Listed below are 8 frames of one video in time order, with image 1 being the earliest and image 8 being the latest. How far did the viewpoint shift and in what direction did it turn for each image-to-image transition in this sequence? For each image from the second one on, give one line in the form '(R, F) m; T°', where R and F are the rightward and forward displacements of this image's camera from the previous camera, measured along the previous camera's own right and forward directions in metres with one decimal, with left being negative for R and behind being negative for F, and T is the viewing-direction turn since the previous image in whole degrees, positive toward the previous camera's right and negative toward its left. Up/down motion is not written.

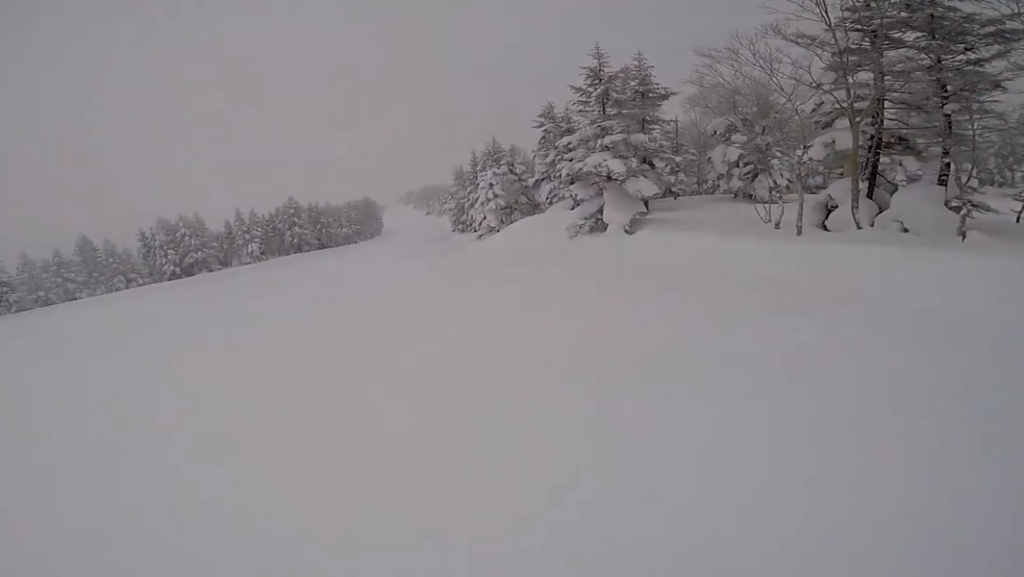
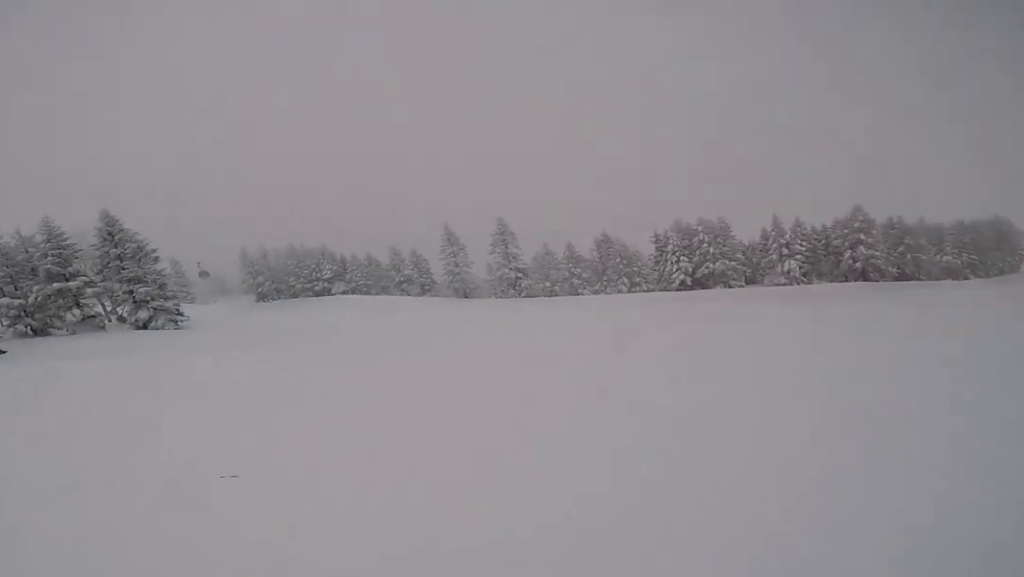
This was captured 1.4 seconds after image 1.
(-2.9, +6.3) m; -27°
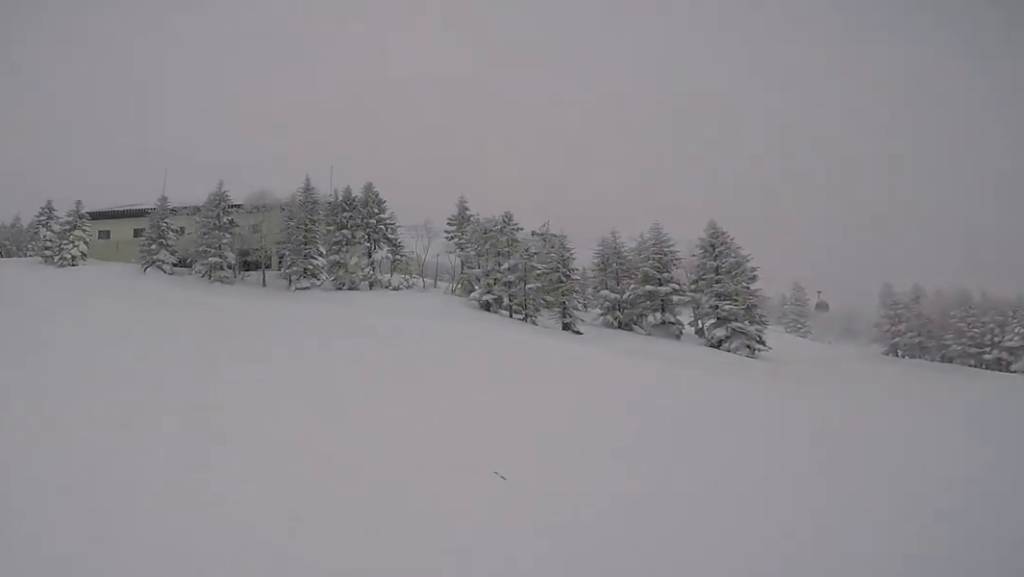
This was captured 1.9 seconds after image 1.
(+0.2, +2.7) m; -1°
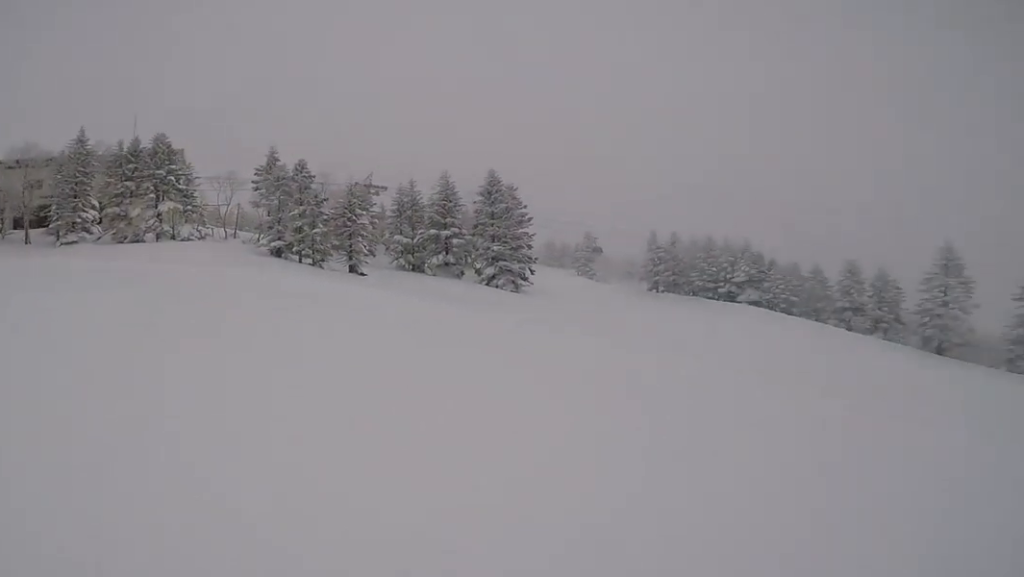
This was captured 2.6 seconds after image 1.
(-0.2, +3.8) m; 0°
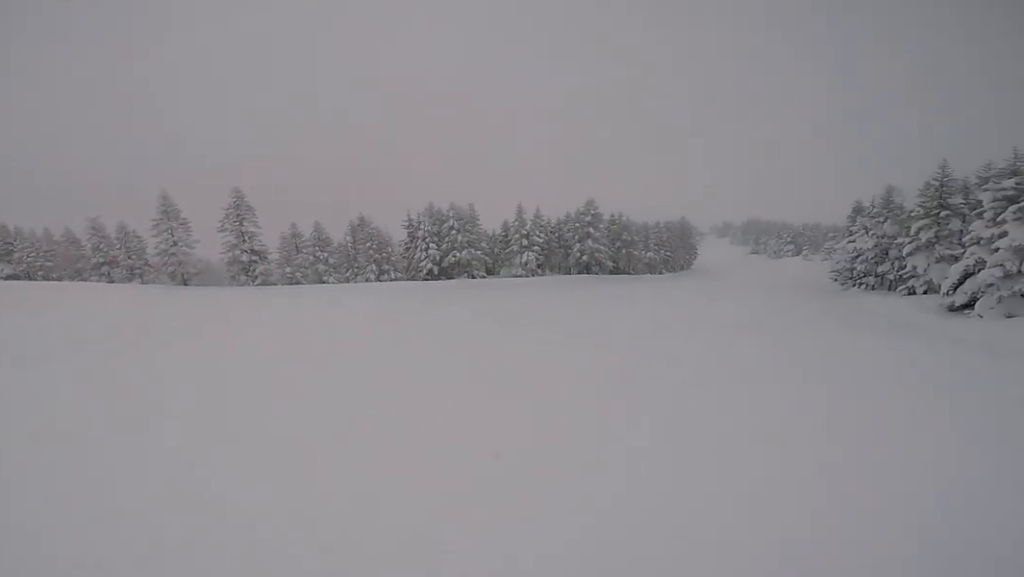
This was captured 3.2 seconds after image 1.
(-0.3, +3.2) m; +1°
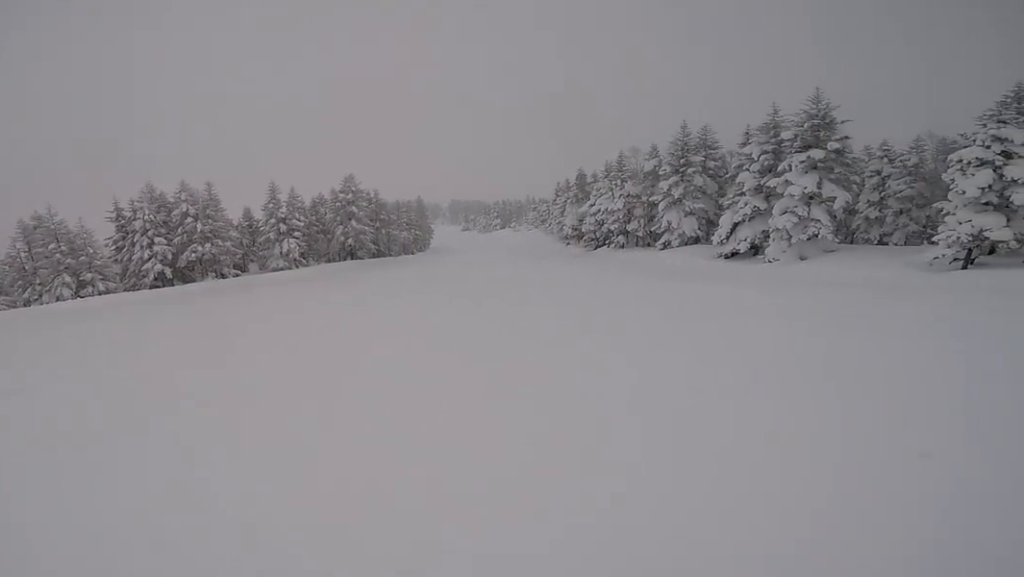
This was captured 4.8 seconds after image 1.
(+0.9, +9.6) m; +20°
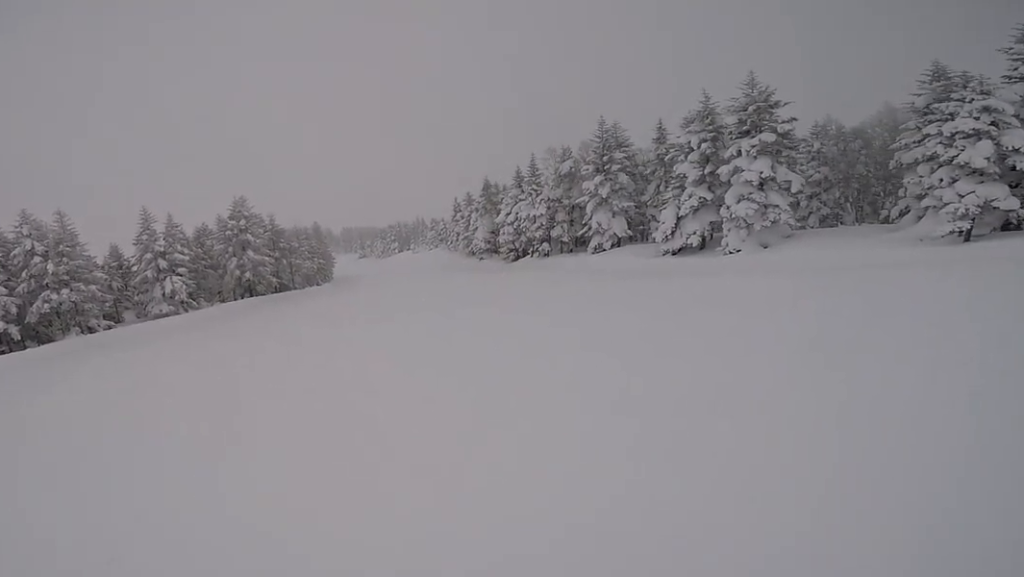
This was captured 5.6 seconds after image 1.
(+1.1, +5.0) m; +18°
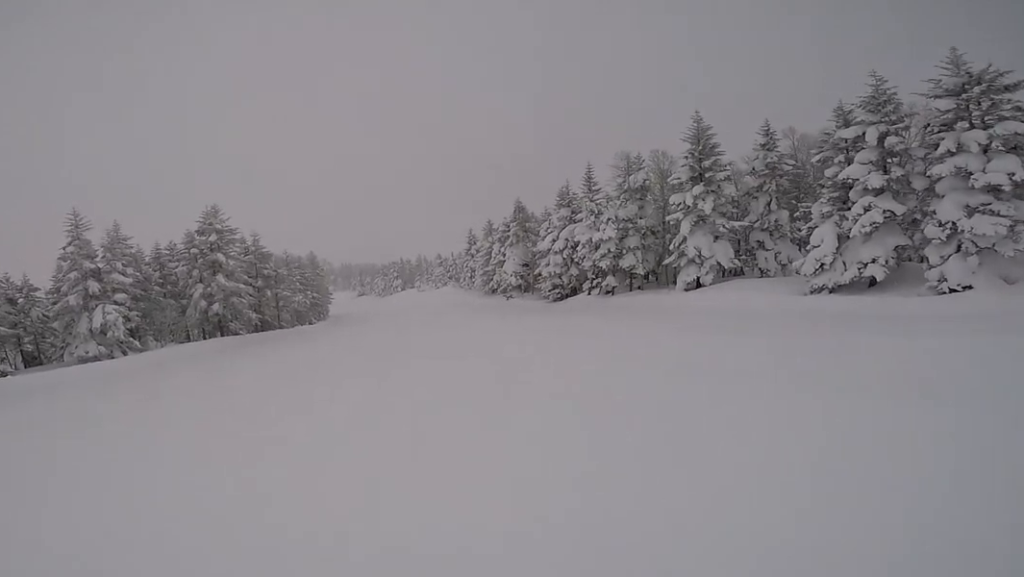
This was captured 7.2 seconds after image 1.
(+1.7, +10.0) m; +1°
